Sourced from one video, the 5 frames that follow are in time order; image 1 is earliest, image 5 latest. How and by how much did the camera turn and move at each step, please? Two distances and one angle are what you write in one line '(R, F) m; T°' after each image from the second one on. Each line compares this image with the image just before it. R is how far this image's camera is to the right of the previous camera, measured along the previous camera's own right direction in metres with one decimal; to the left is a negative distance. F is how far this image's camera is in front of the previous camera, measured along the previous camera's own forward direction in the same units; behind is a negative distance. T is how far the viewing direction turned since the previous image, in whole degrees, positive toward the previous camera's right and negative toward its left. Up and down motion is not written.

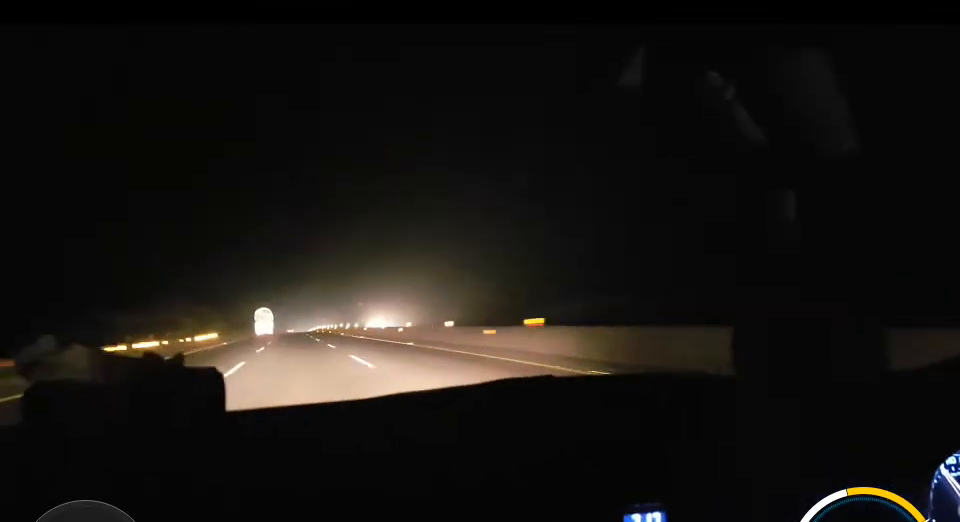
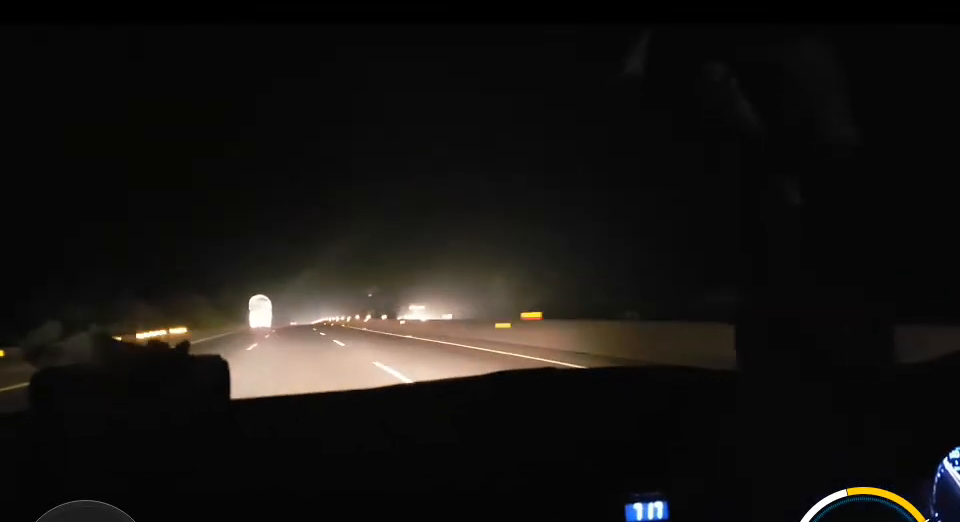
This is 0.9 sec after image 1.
(0.0, +26.8) m; 0°
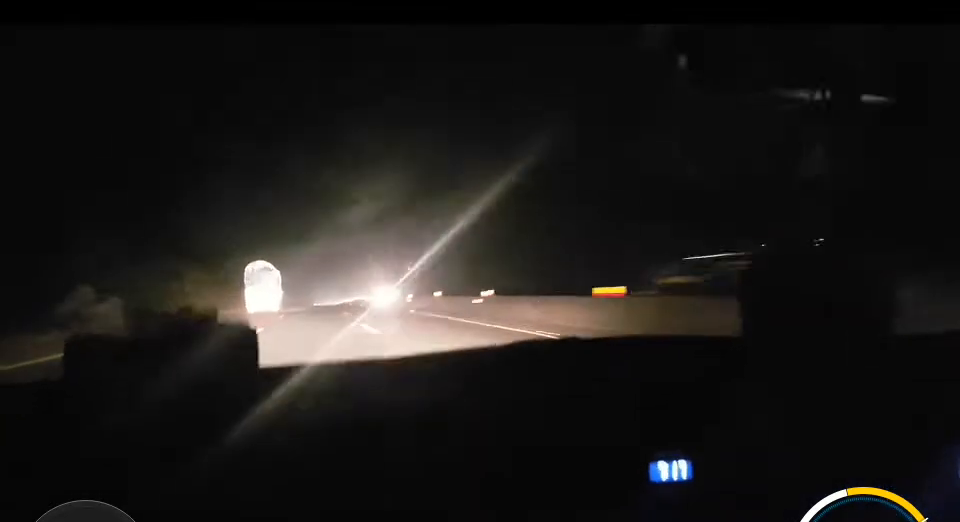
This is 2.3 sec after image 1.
(+0.1, +44.5) m; 0°
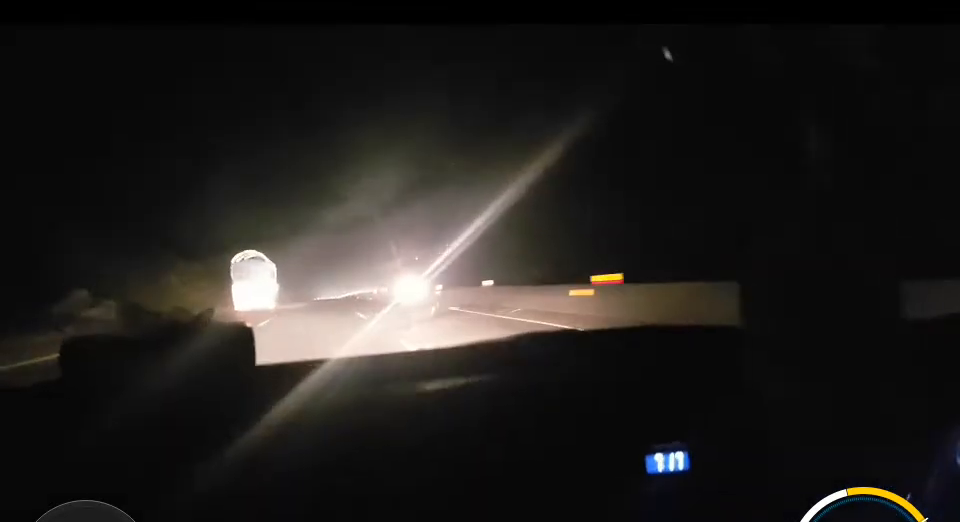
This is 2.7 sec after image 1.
(0.0, +12.4) m; 0°
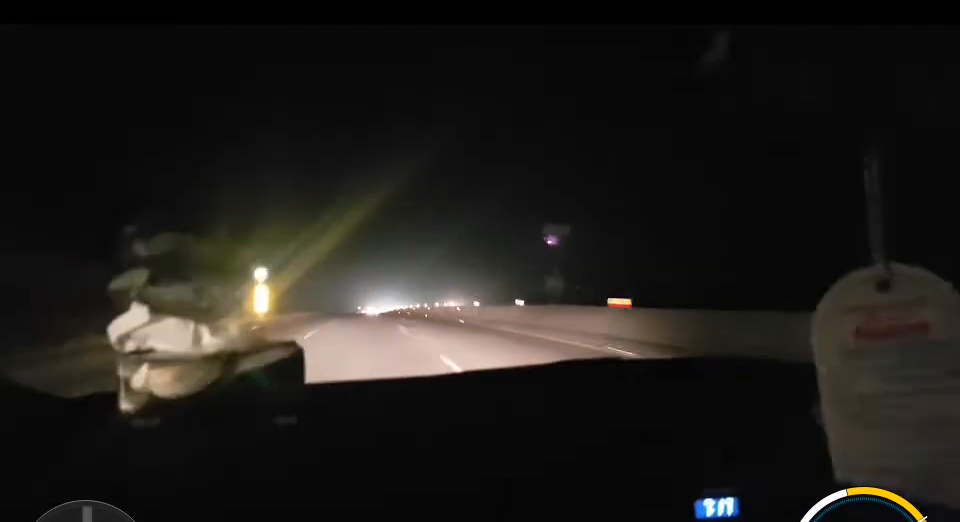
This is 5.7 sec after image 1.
(-0.2, +89.0) m; 0°
